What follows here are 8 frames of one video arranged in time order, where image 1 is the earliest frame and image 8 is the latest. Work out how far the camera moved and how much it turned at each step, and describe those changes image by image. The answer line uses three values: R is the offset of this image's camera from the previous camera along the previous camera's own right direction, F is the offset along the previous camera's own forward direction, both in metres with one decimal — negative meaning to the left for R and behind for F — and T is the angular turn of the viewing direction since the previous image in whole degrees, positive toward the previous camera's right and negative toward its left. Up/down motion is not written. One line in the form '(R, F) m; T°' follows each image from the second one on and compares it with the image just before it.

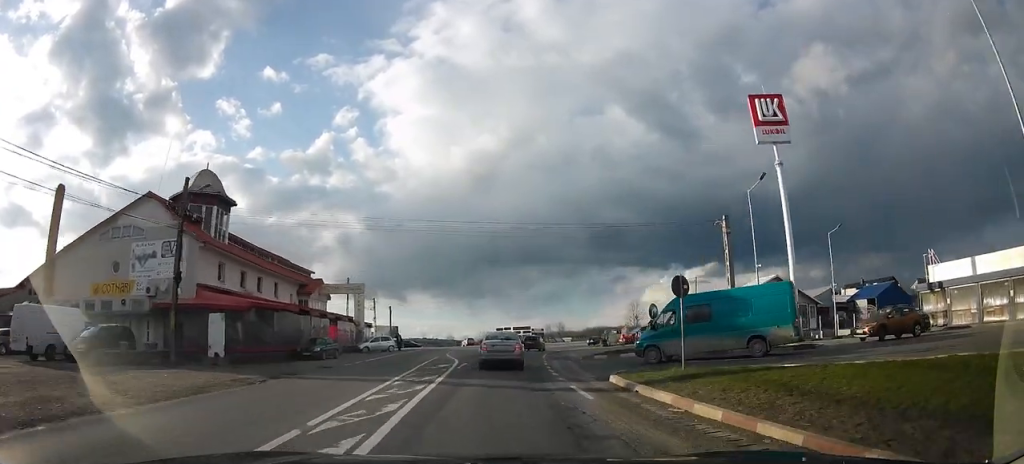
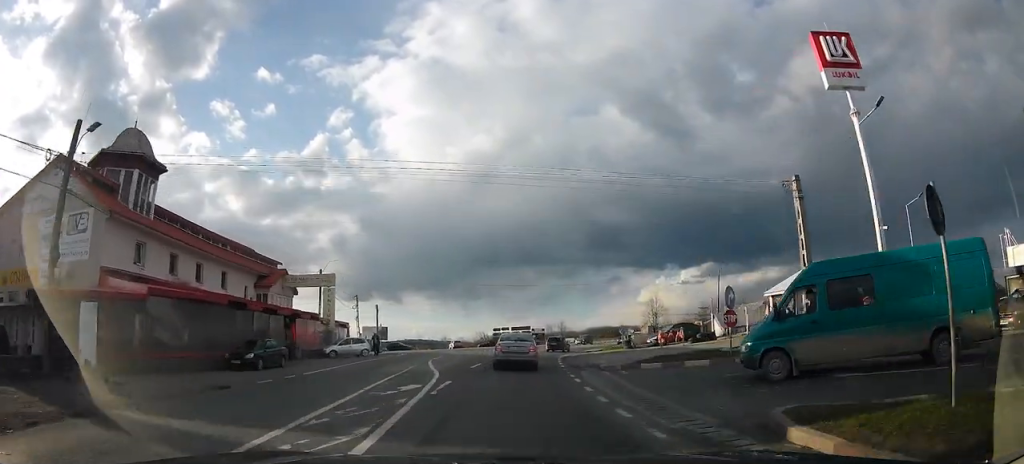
(+0.4, +8.5) m; +3°
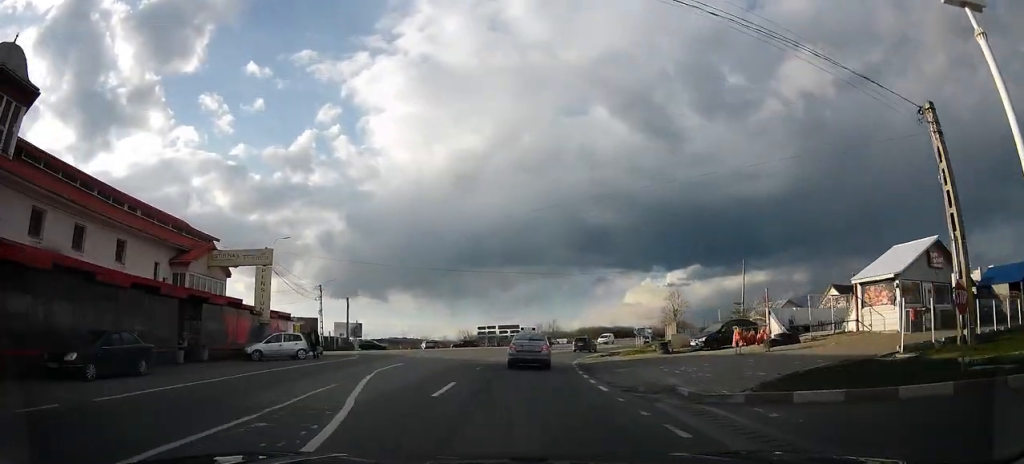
(+0.4, +10.0) m; +3°
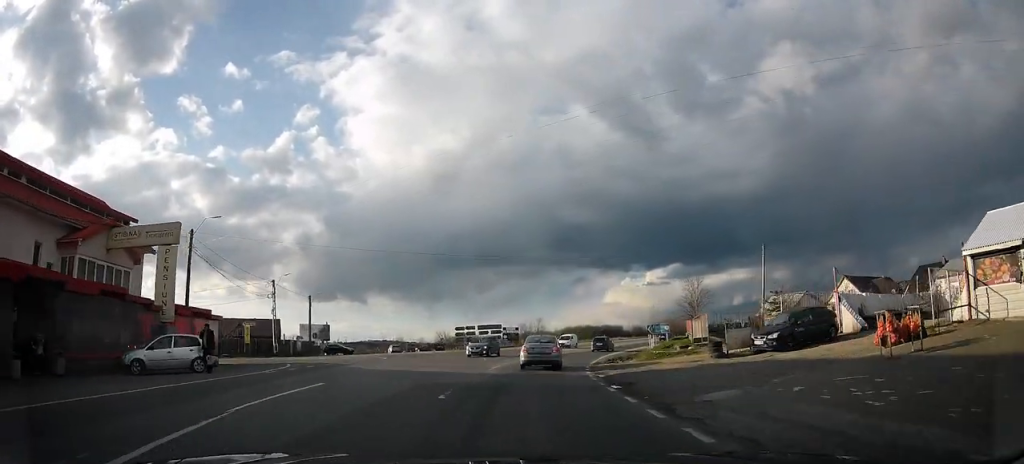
(+0.1, +8.3) m; +1°
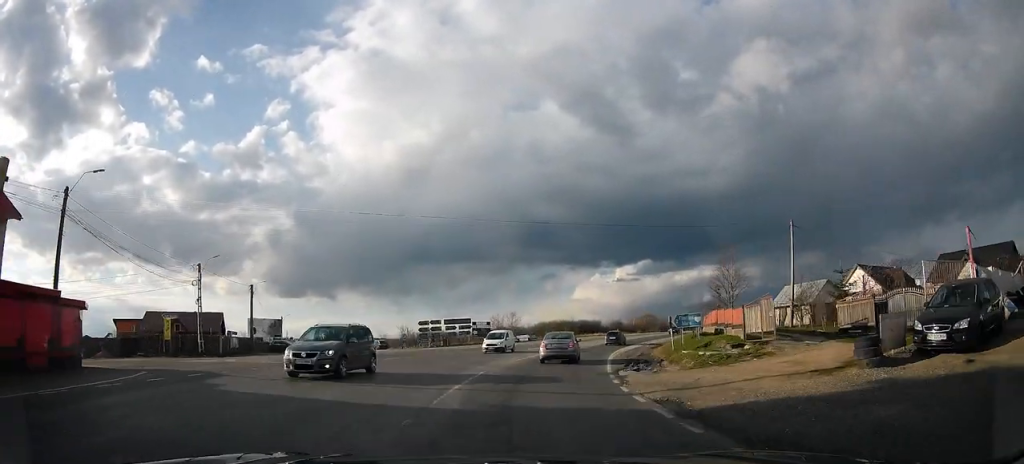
(0.0, +9.8) m; 0°
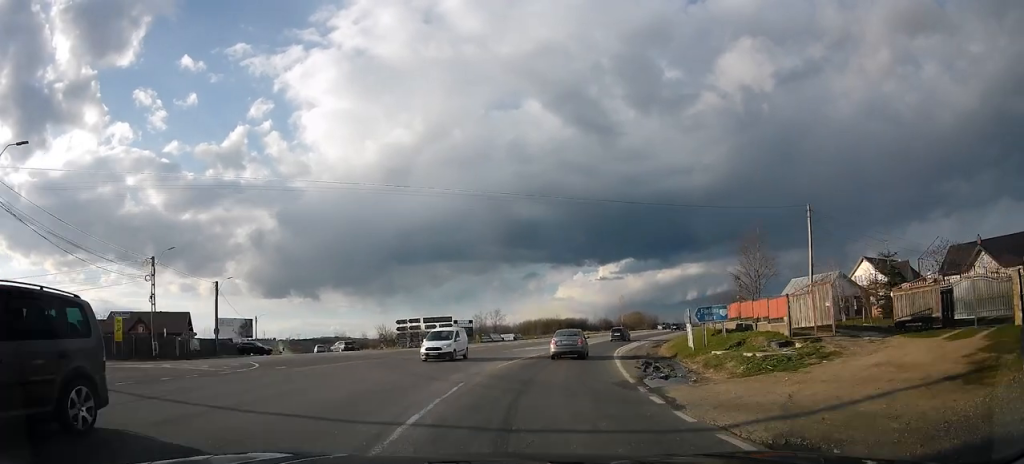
(0.0, +5.0) m; +1°
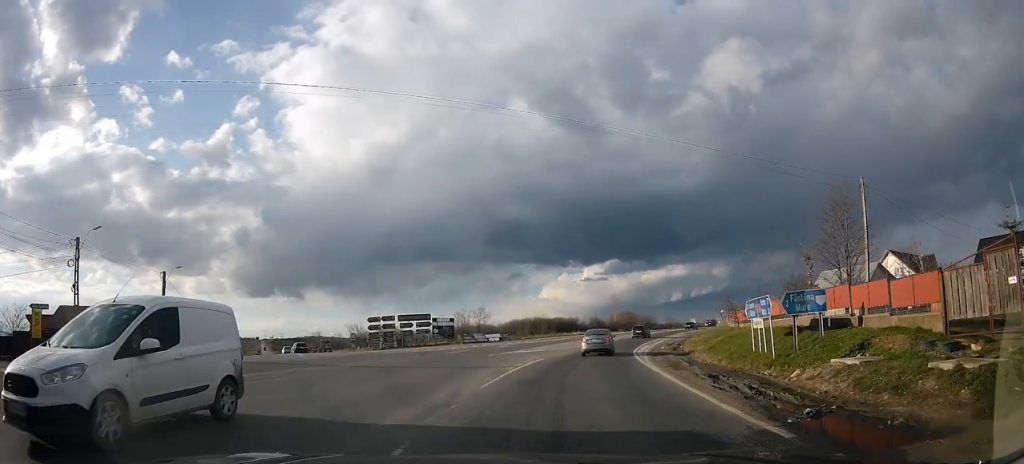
(0.0, +8.7) m; +2°
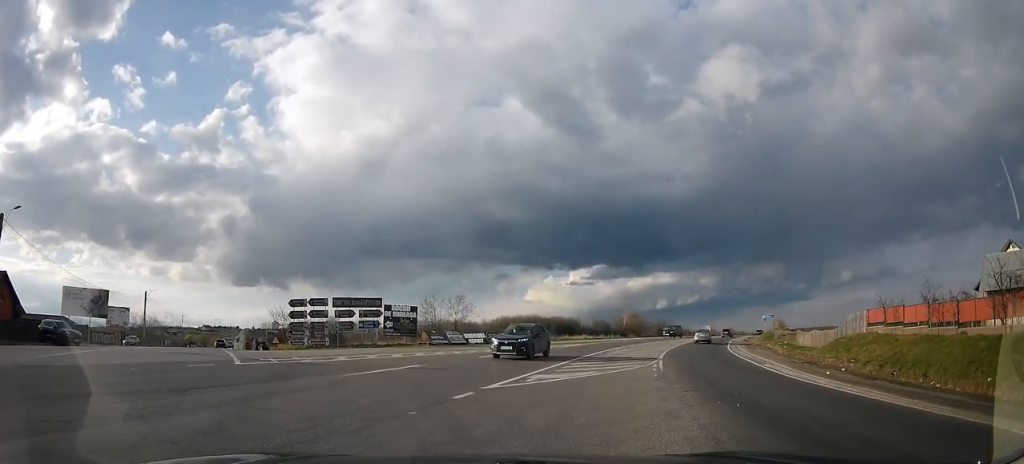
(+2.3, +27.1) m; +9°
